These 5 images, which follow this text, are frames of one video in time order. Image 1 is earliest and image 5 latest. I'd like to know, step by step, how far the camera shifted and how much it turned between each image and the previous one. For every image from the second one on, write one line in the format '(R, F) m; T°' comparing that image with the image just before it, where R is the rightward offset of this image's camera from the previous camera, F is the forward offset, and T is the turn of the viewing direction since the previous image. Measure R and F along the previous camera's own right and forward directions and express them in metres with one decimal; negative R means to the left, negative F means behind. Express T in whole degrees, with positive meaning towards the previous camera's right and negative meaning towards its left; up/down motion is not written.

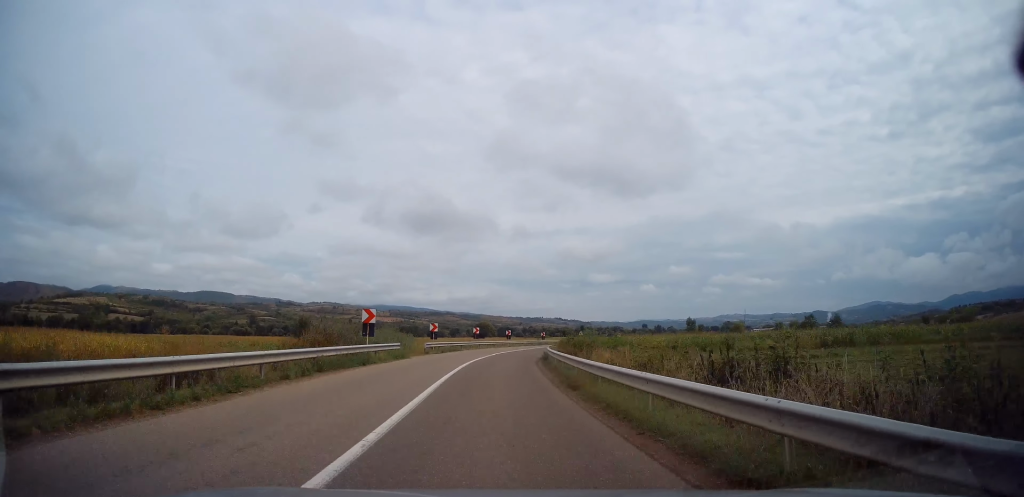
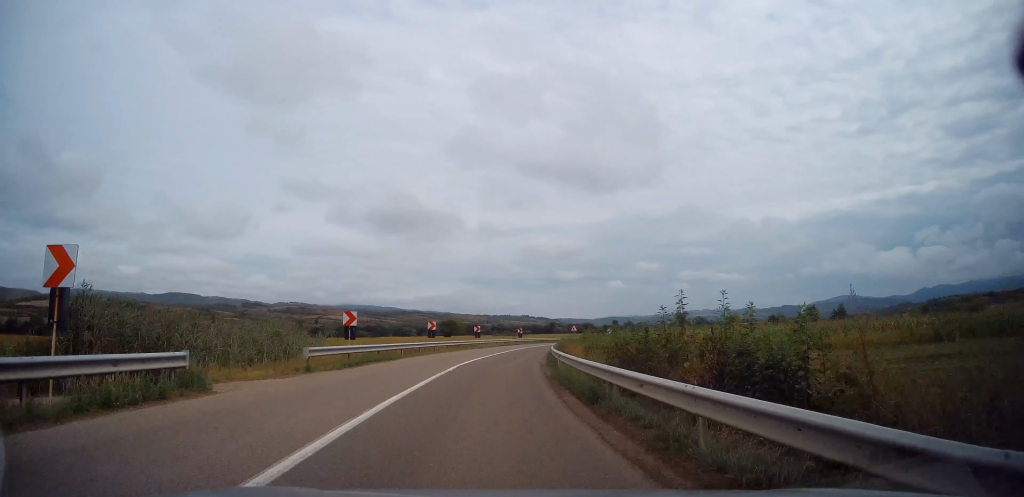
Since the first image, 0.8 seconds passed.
(-0.2, +18.9) m; +2°
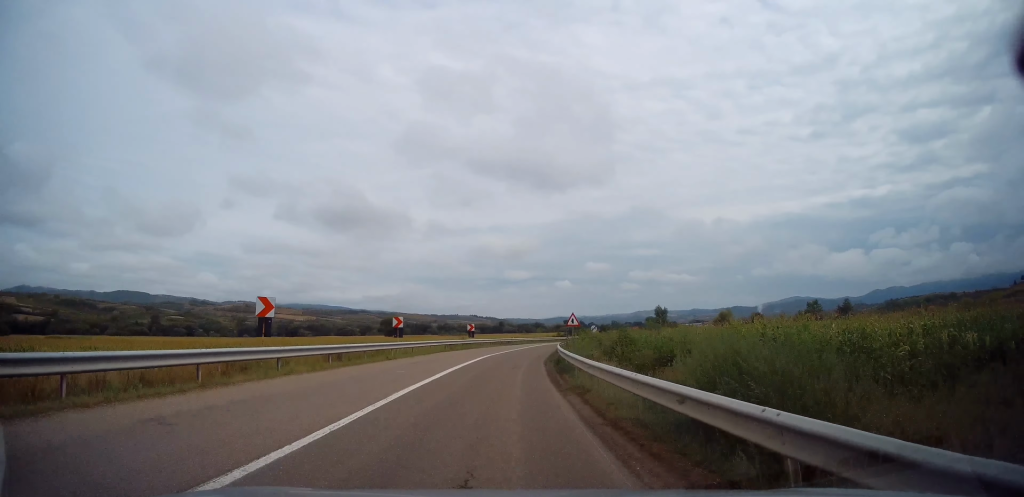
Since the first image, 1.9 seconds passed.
(+1.5, +26.4) m; +7°
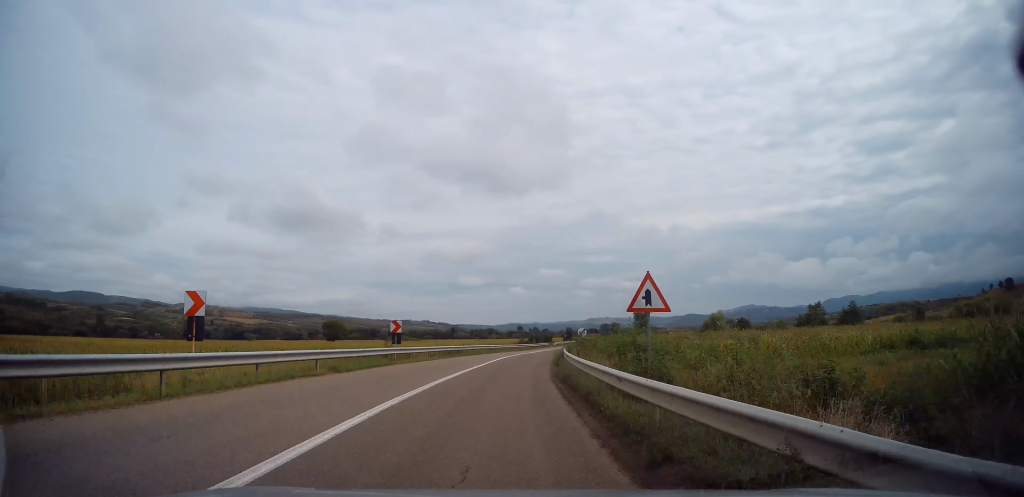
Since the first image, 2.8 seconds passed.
(+1.3, +20.9) m; +5°
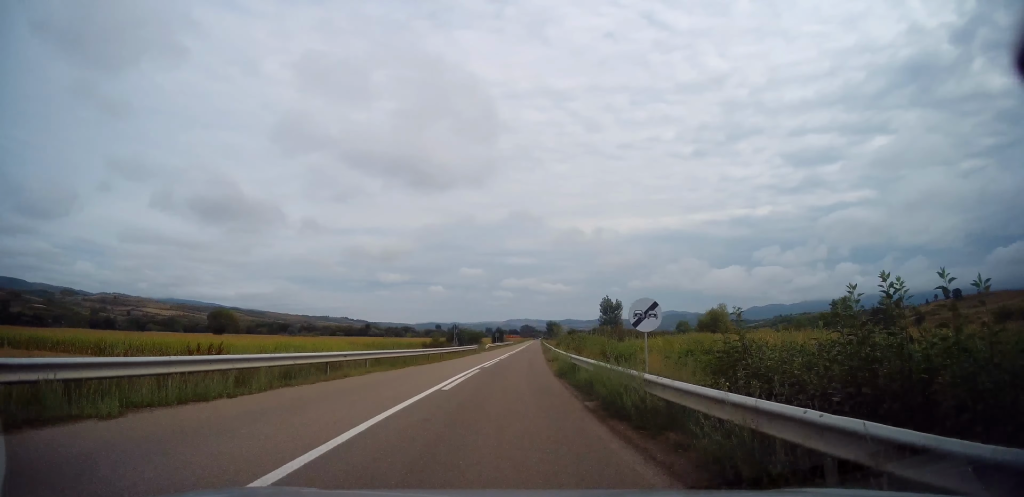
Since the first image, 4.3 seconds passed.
(+2.3, +35.3) m; +8°
